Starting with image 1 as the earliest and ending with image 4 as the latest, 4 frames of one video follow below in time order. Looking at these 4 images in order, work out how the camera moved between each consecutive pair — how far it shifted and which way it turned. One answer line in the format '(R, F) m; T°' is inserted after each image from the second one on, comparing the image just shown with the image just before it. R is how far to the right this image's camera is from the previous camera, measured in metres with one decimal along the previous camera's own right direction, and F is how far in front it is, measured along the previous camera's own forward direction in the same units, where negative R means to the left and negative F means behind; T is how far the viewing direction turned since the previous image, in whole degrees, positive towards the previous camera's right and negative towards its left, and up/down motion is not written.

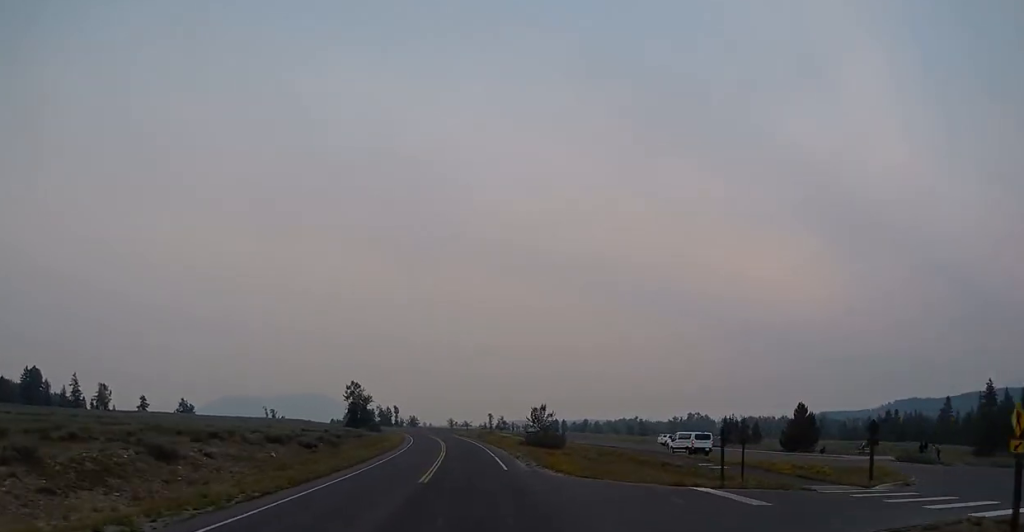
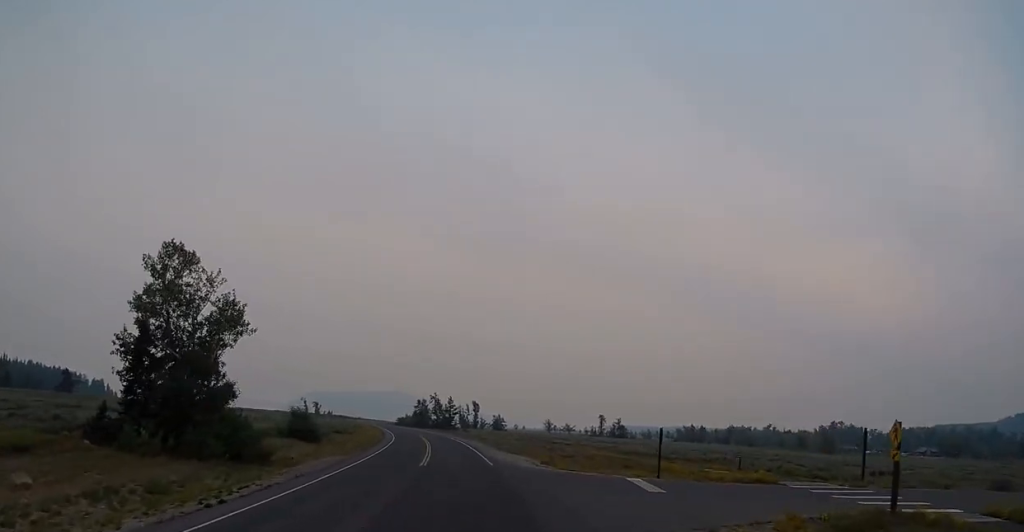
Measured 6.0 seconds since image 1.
(-7.2, +119.7) m; -8°
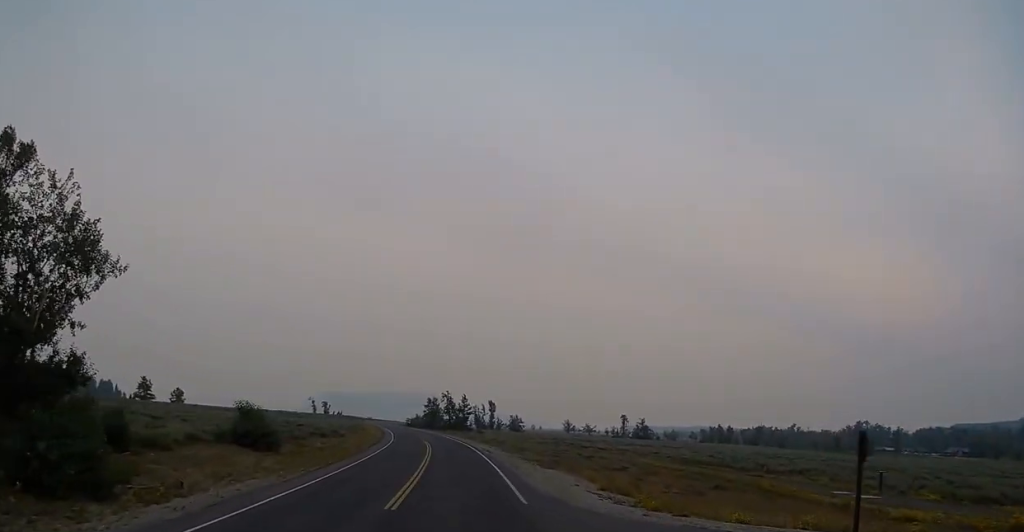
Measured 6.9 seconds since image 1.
(-0.1, +17.8) m; -1°
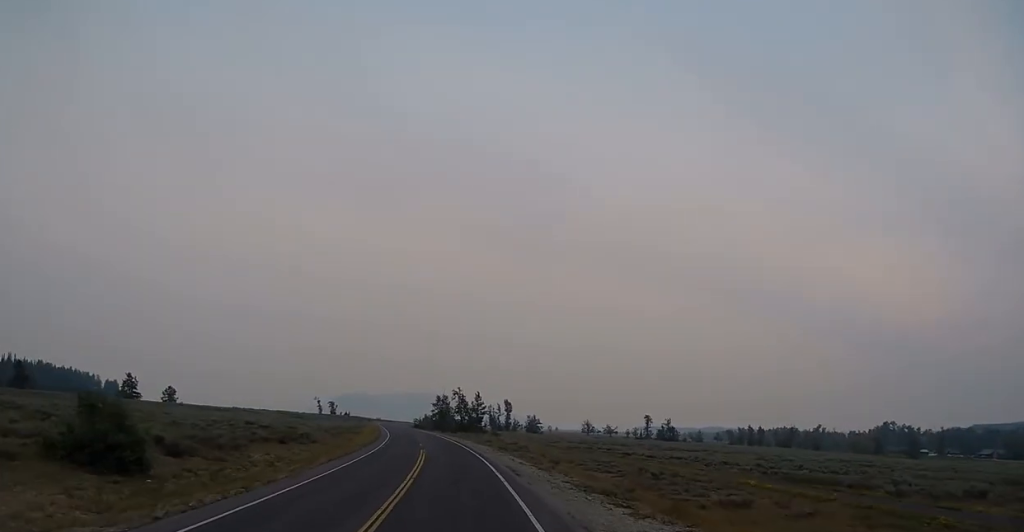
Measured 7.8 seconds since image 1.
(-0.3, +19.3) m; -1°
